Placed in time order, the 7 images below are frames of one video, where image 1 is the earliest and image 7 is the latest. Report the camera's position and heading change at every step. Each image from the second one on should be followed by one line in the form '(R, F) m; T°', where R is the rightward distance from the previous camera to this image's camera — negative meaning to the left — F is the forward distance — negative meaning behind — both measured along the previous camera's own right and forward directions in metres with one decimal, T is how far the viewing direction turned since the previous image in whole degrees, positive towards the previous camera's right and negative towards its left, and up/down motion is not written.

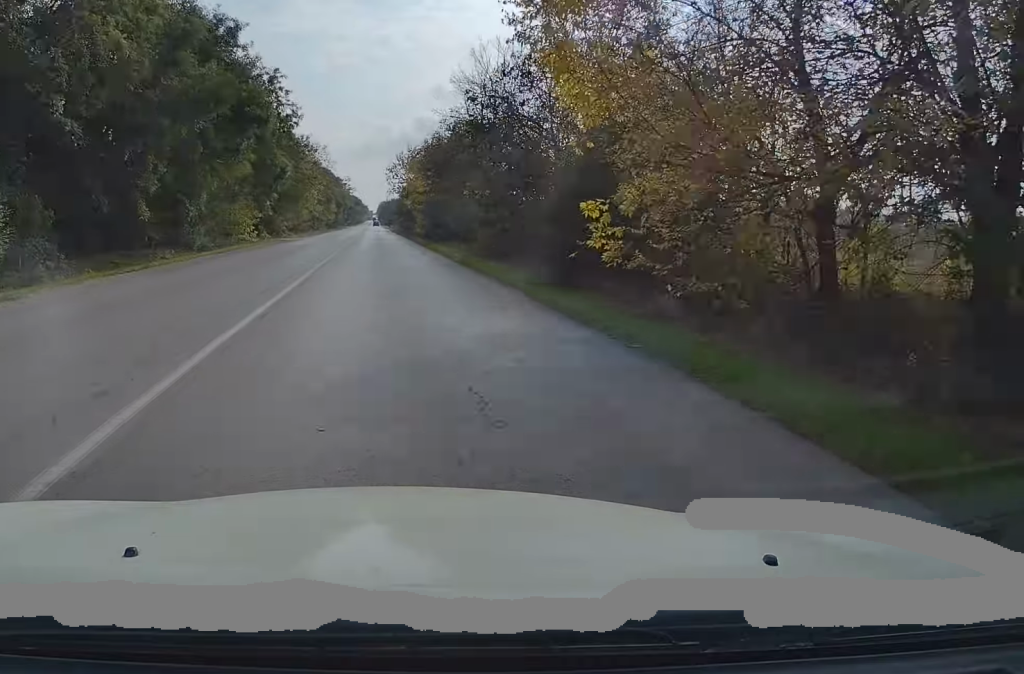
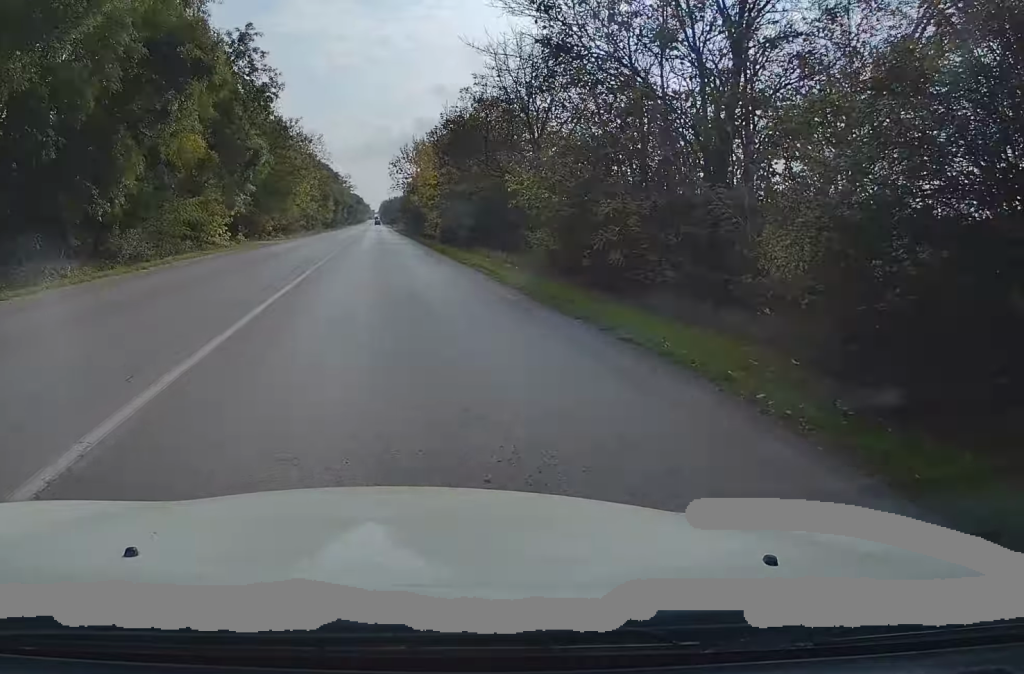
(0.0, +12.0) m; 0°
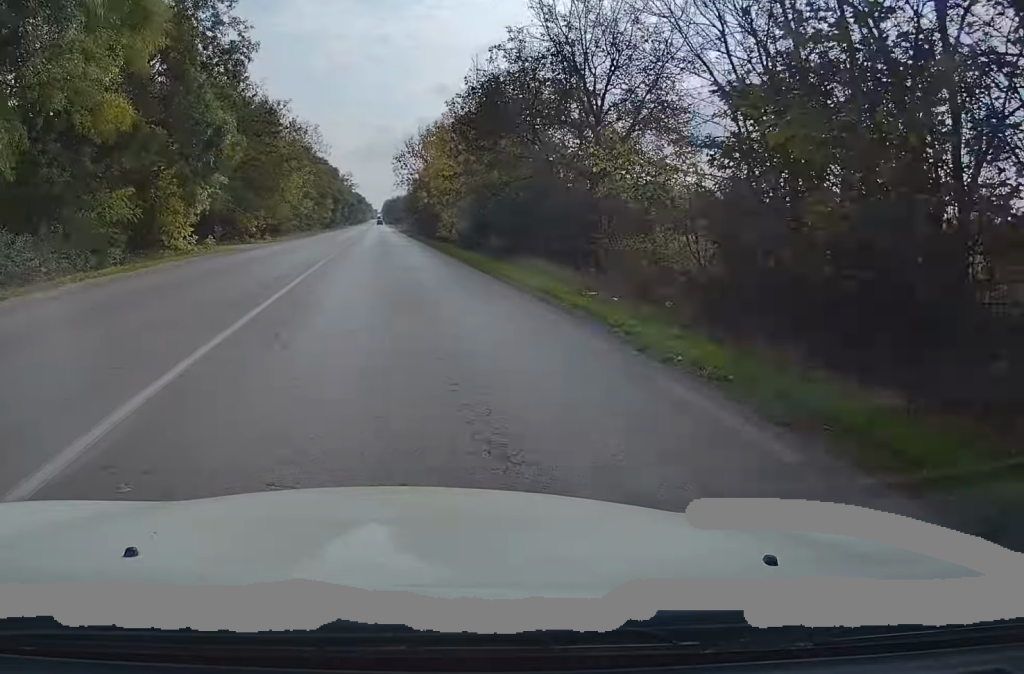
(0.0, +9.9) m; 0°
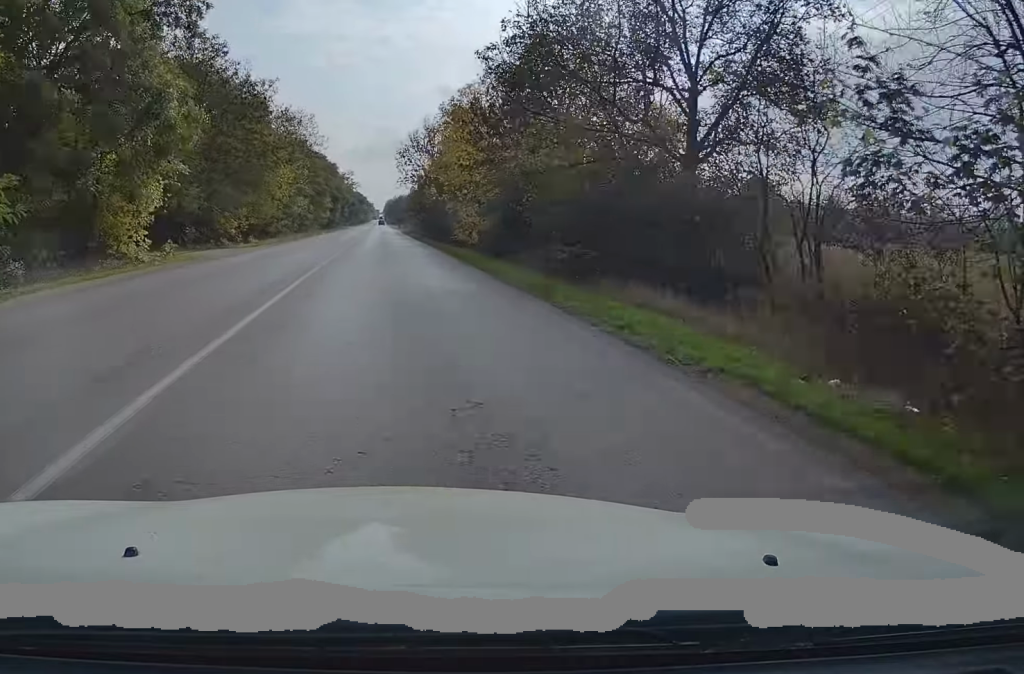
(0.0, +8.5) m; 0°
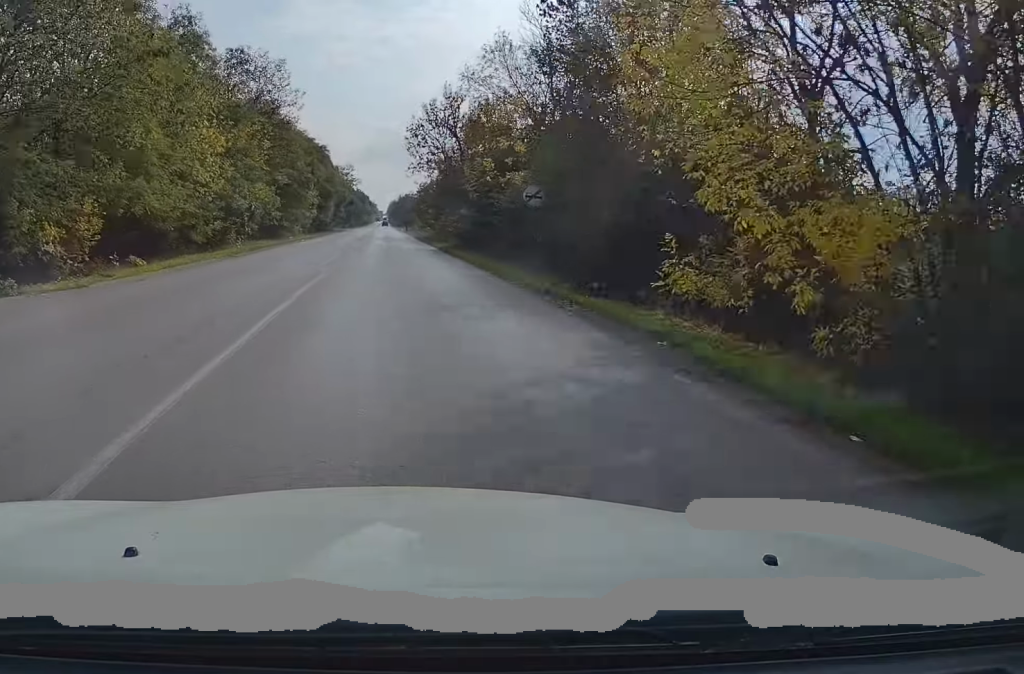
(-0.1, +27.0) m; 0°
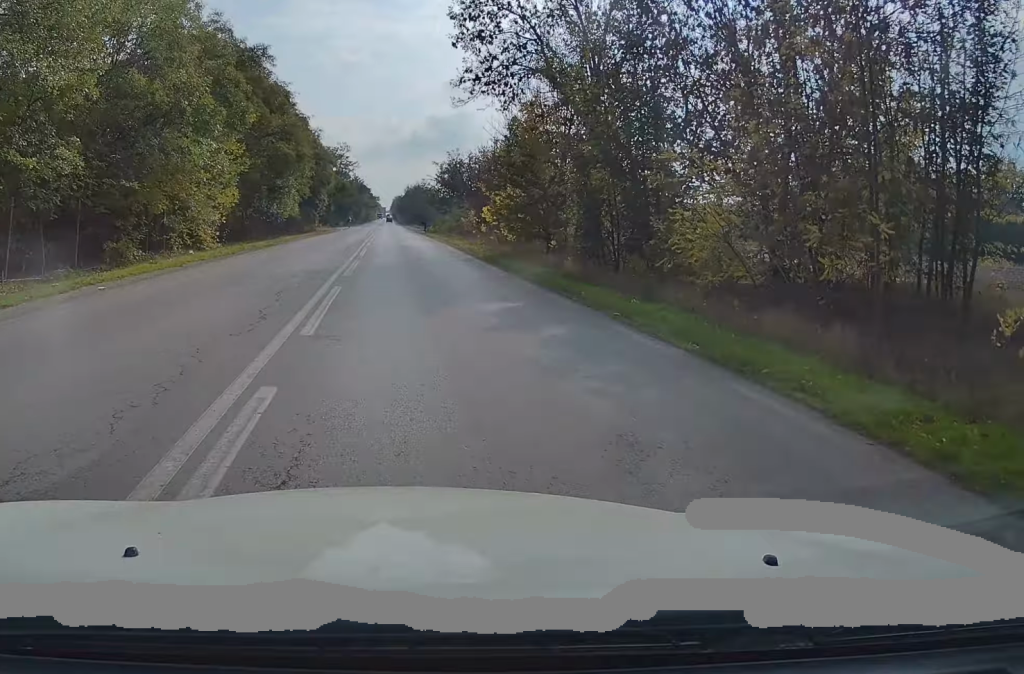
(0.0, +44.7) m; 0°
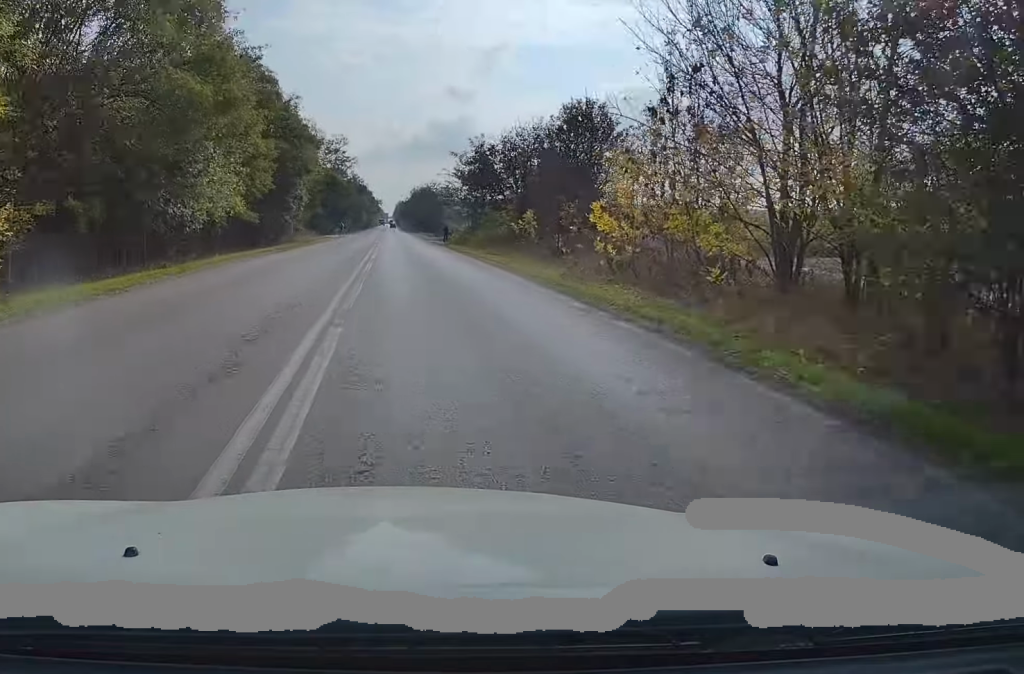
(-0.1, +23.4) m; 0°
